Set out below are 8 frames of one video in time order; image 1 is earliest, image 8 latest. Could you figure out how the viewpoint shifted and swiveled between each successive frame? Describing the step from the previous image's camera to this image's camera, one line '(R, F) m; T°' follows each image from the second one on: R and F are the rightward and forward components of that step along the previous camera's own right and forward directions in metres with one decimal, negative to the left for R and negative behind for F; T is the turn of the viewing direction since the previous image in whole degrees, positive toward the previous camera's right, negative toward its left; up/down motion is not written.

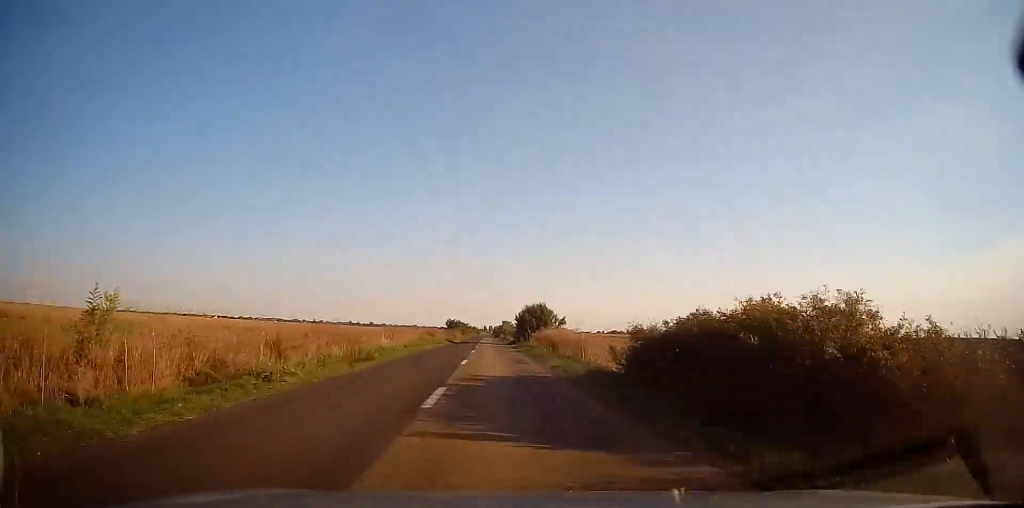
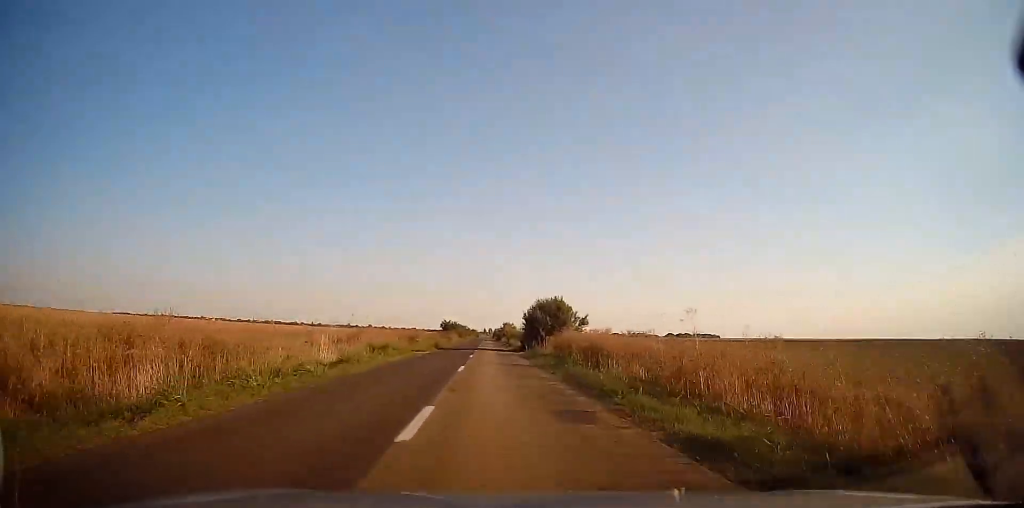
(0.0, +14.2) m; 0°
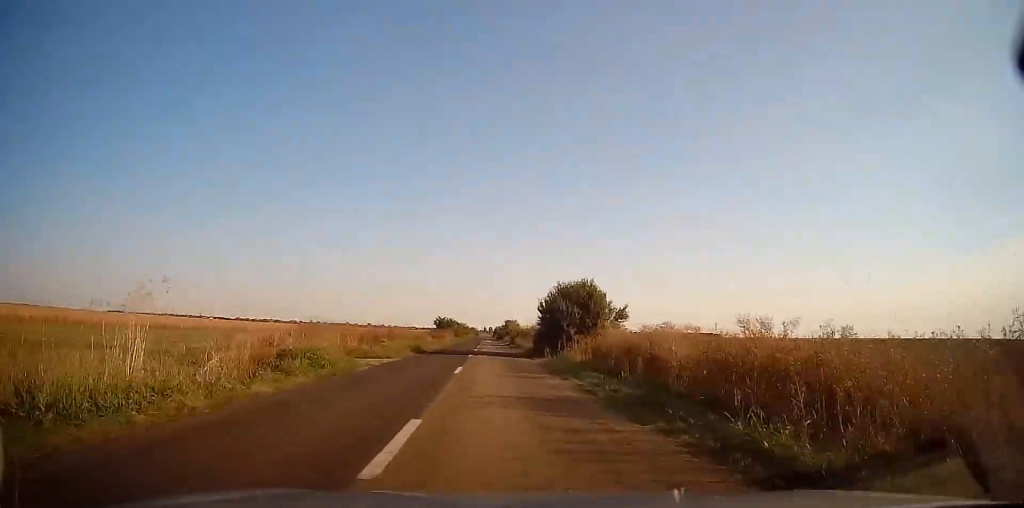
(+0.1, +13.8) m; 0°
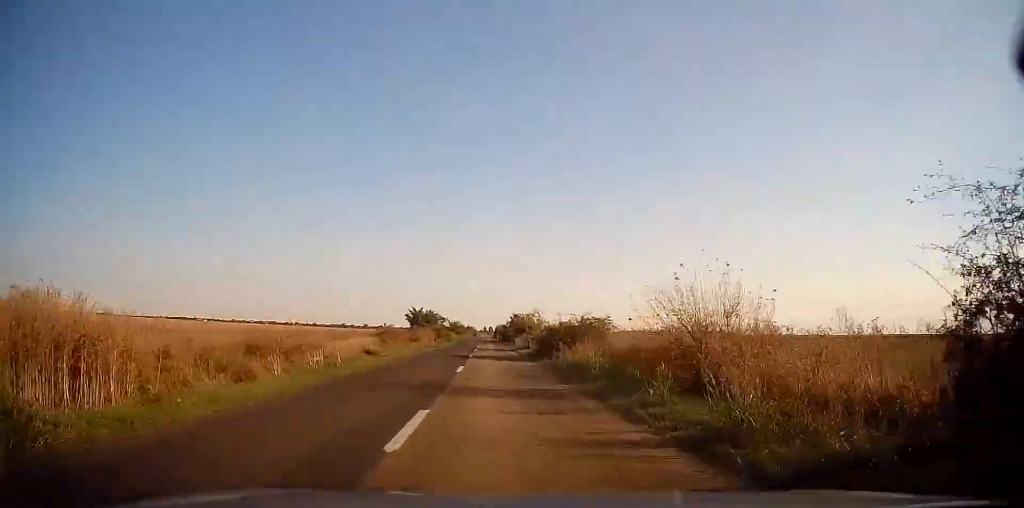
(0.0, +35.6) m; 0°
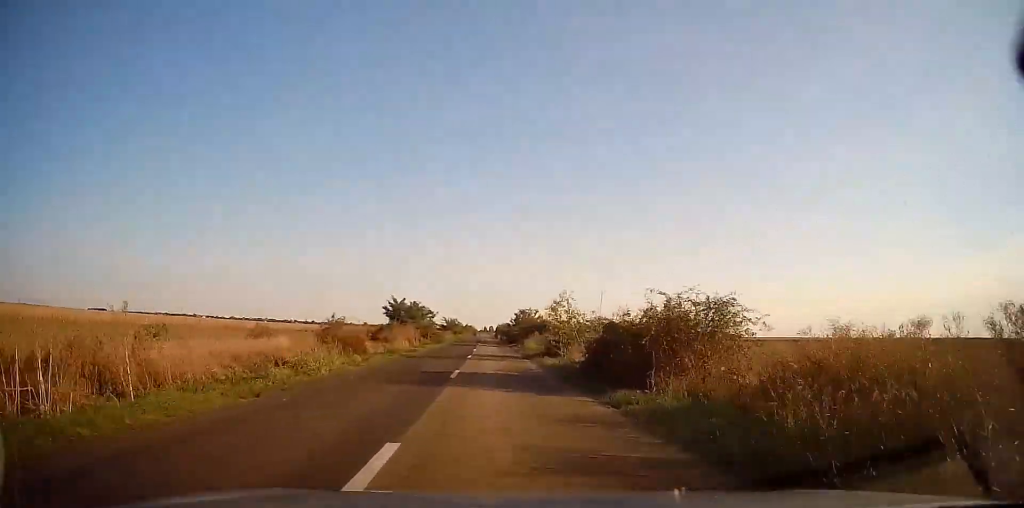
(0.0, +14.8) m; 0°
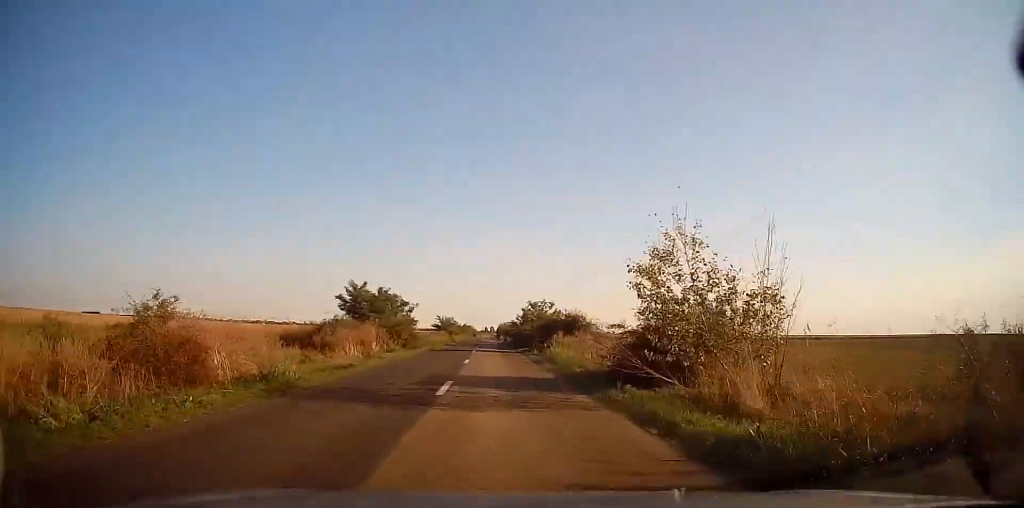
(+0.1, +16.2) m; 0°
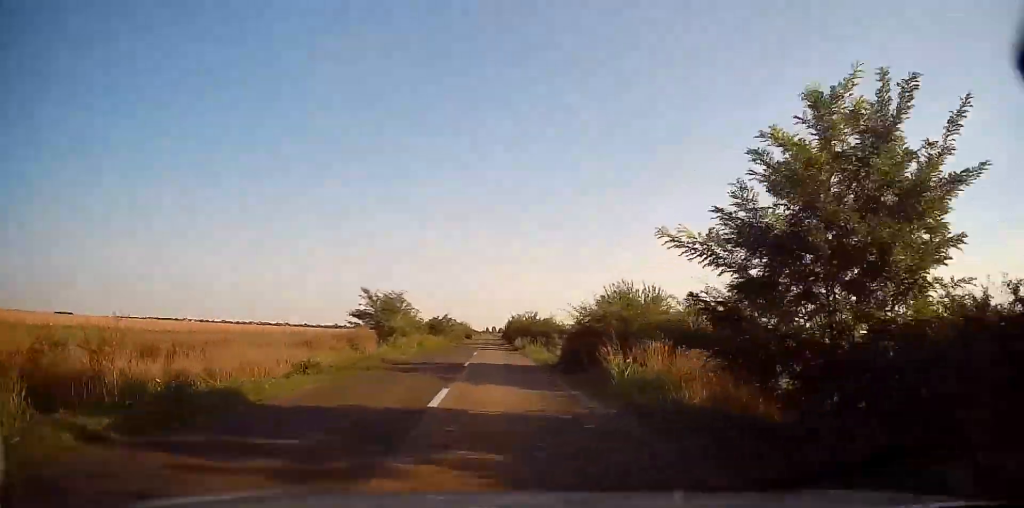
(-0.7, +62.0) m; -1°
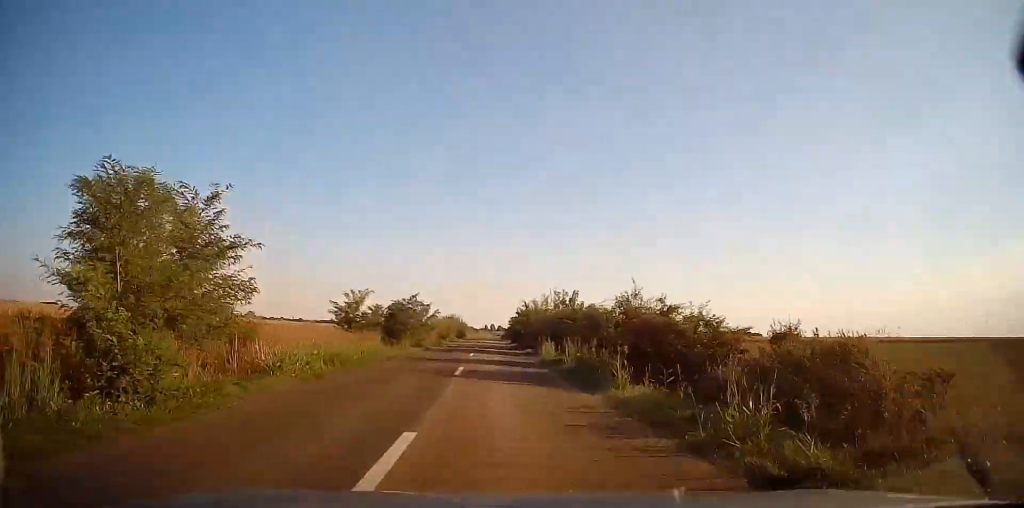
(+0.2, +29.5) m; +1°
